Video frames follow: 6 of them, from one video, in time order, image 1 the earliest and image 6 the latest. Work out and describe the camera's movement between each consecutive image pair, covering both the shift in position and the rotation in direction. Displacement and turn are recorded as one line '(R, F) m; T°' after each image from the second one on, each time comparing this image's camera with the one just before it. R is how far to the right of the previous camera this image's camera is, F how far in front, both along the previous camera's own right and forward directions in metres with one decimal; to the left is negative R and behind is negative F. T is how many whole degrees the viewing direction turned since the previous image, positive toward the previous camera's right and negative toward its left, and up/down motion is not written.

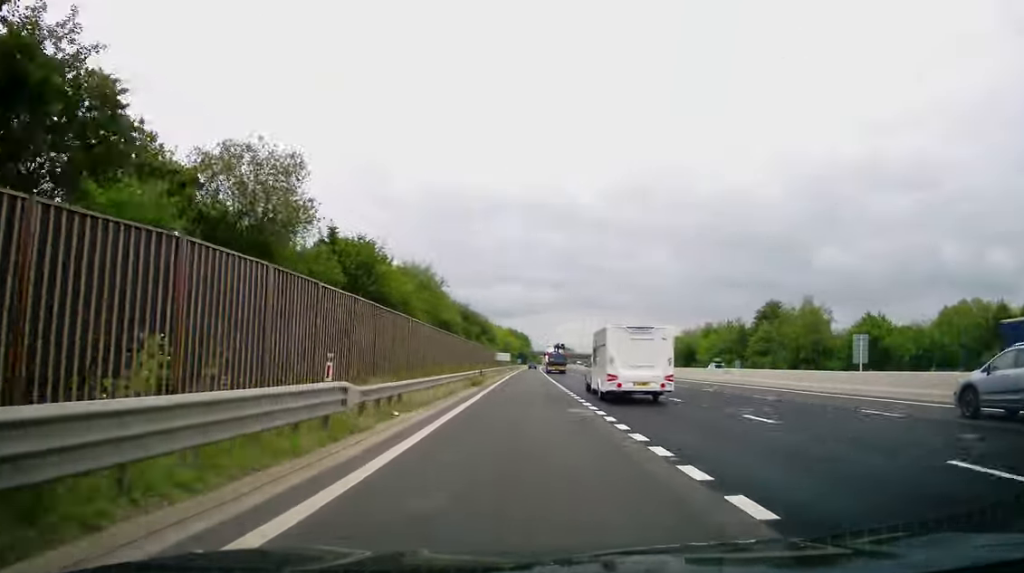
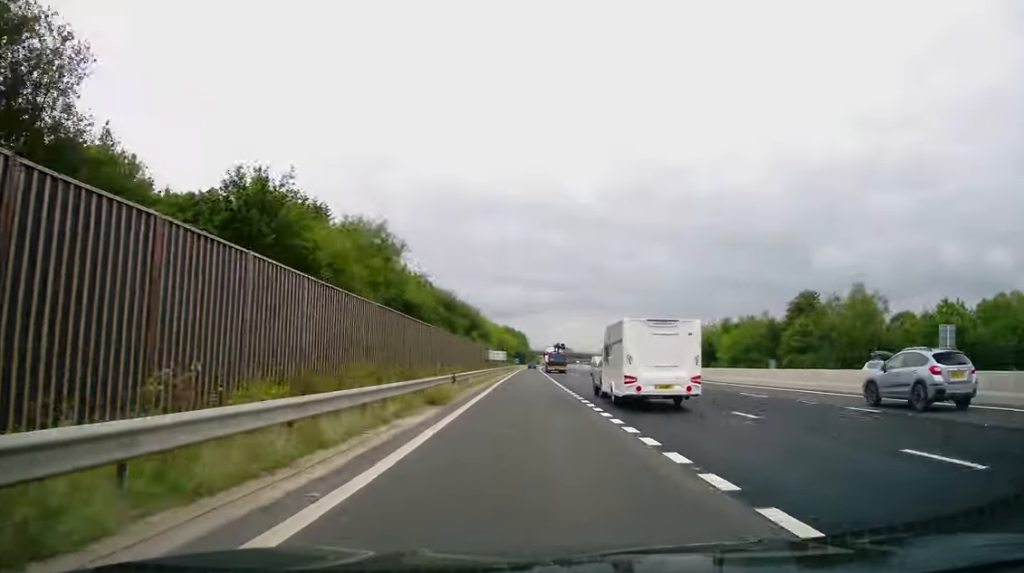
(+0.2, +16.6) m; 0°
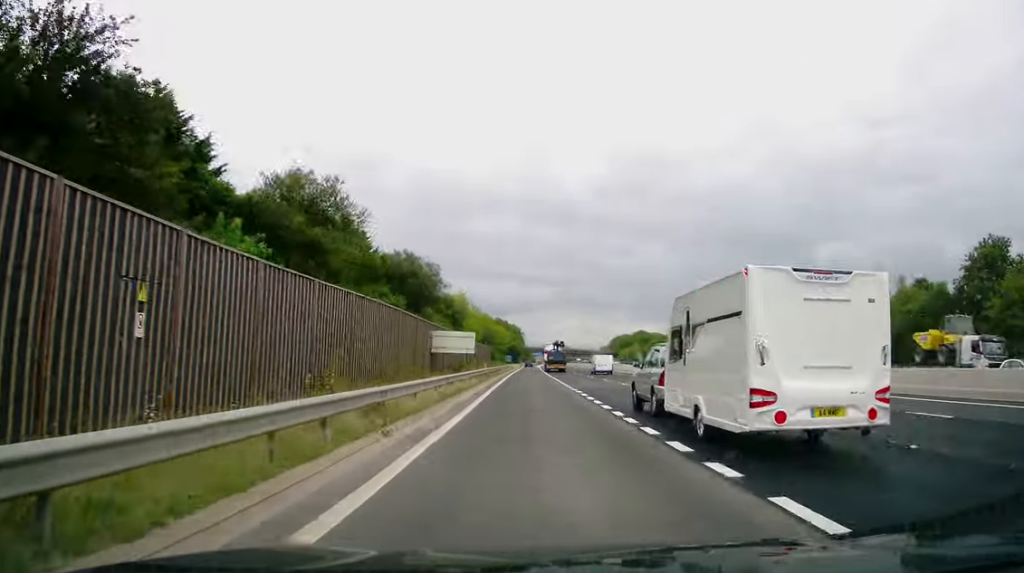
(0.0, +46.5) m; +1°
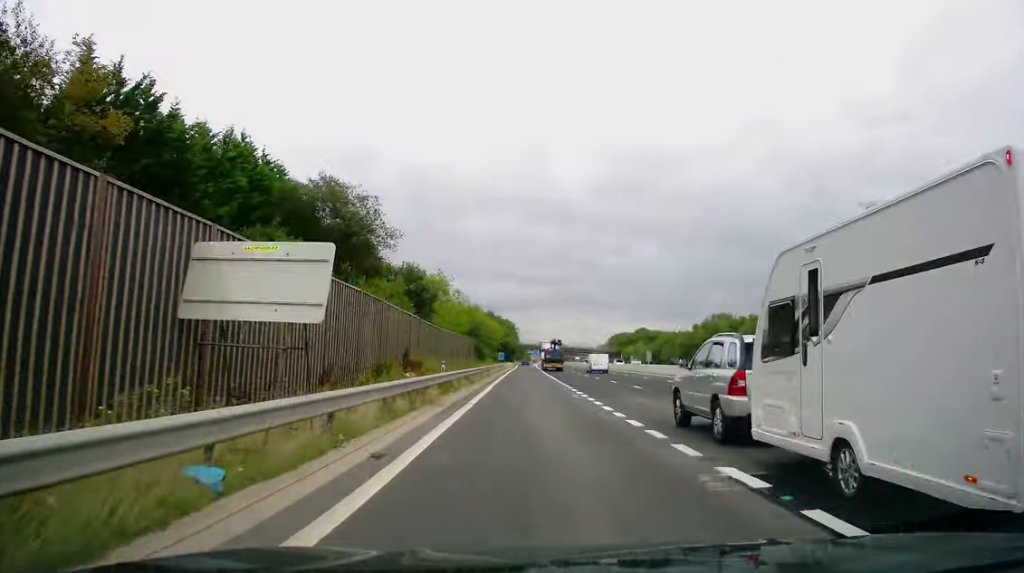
(0.0, +23.2) m; 0°
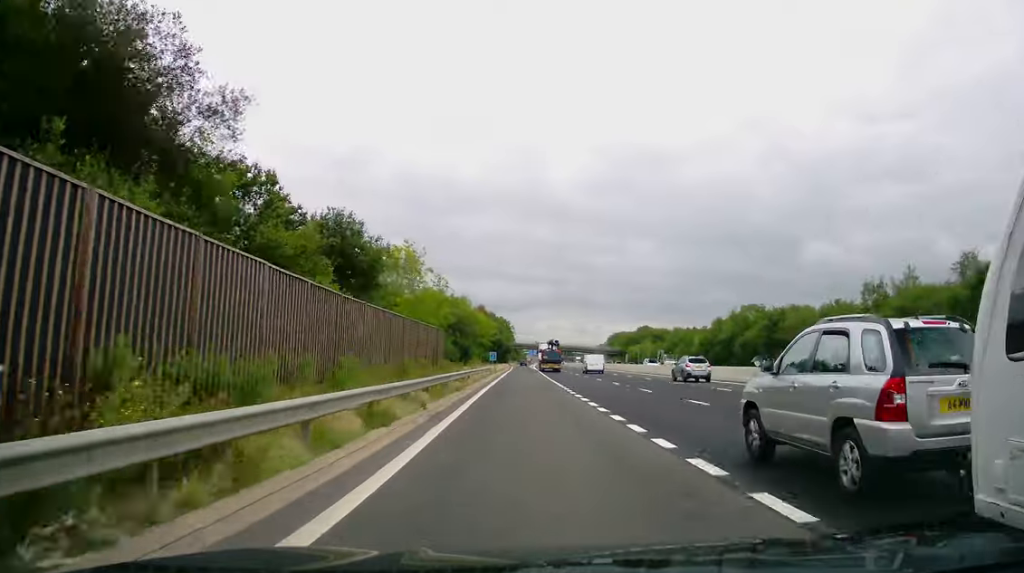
(0.0, +20.5) m; 0°
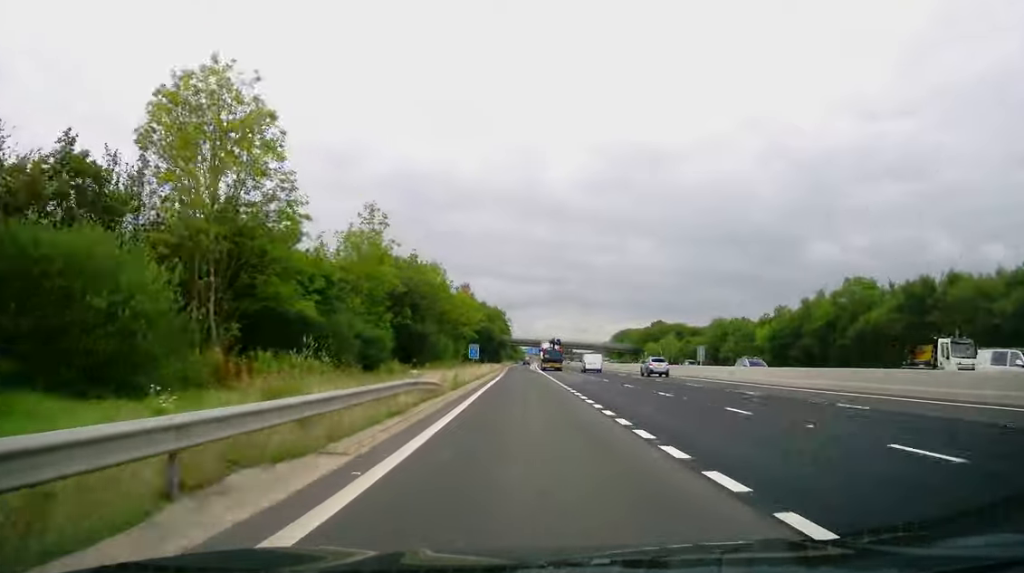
(+0.1, +39.1) m; +1°
